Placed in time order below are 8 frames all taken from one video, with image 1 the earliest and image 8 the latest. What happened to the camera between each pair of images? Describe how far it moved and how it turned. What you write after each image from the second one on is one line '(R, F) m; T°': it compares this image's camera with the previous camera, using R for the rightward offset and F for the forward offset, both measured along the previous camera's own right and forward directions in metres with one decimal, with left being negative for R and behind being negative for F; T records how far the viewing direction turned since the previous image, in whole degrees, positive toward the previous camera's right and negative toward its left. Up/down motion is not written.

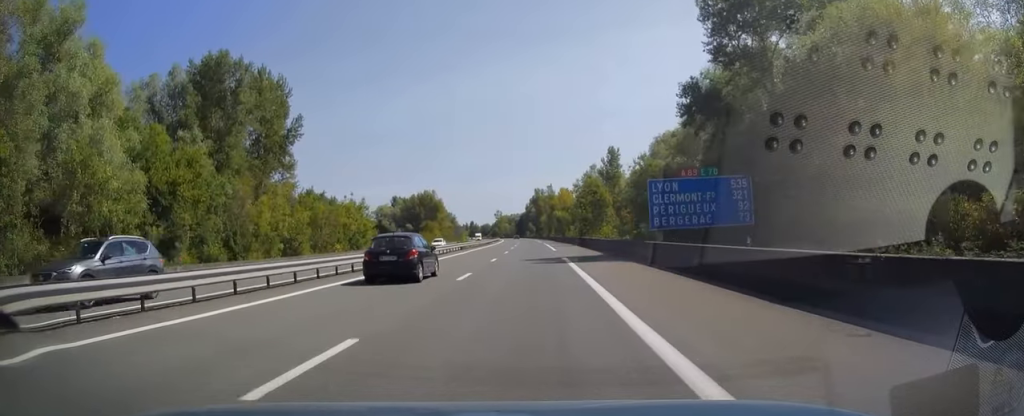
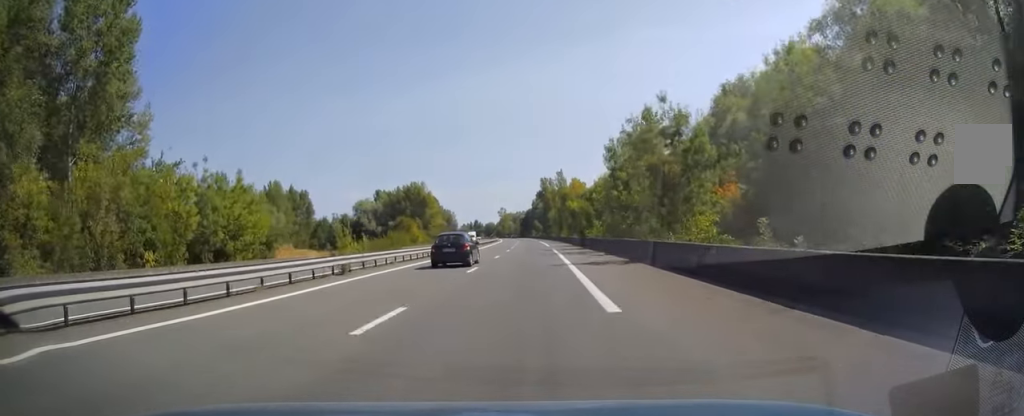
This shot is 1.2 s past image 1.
(-0.4, +36.4) m; -1°
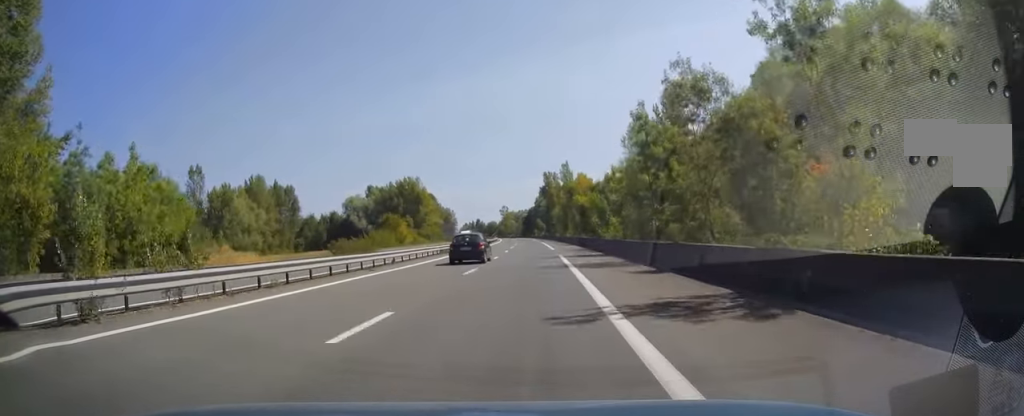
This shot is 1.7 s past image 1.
(0.0, +14.2) m; 0°
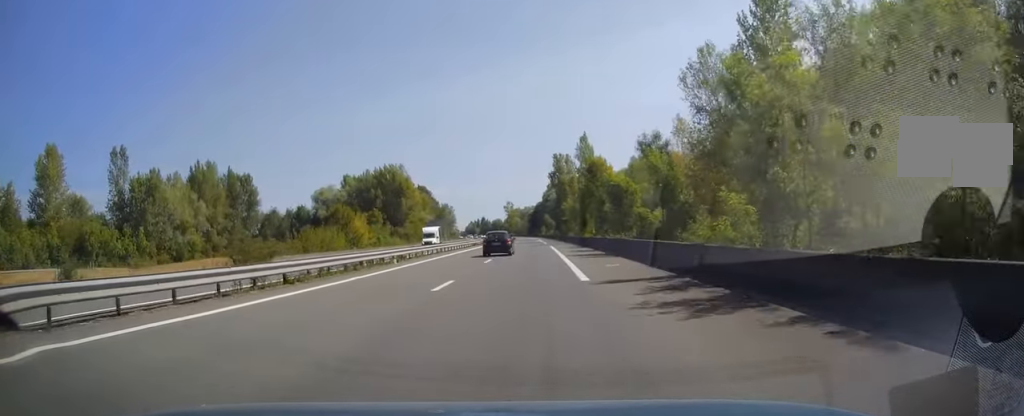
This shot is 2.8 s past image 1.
(-0.1, +32.3) m; 0°
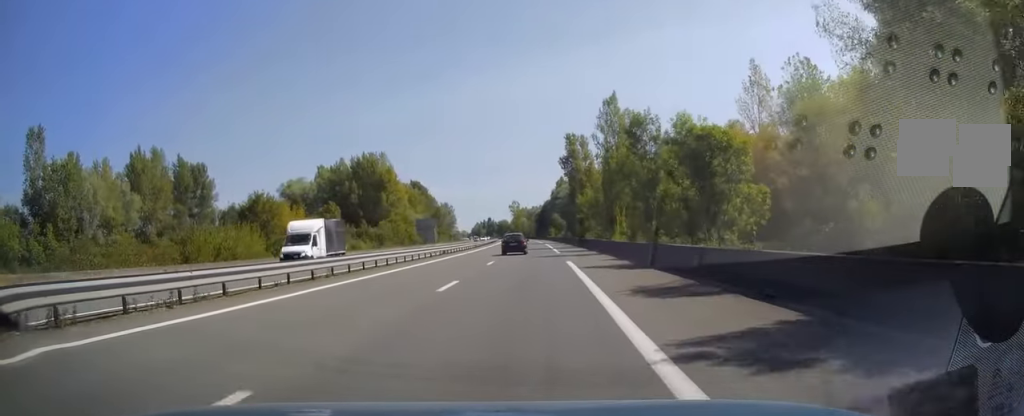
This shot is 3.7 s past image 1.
(-0.1, +25.9) m; -1°
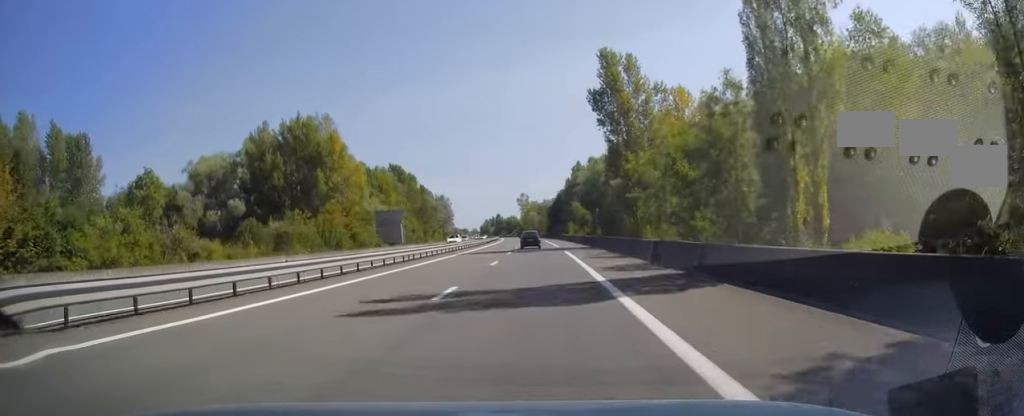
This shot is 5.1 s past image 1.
(-0.6, +42.1) m; -2°
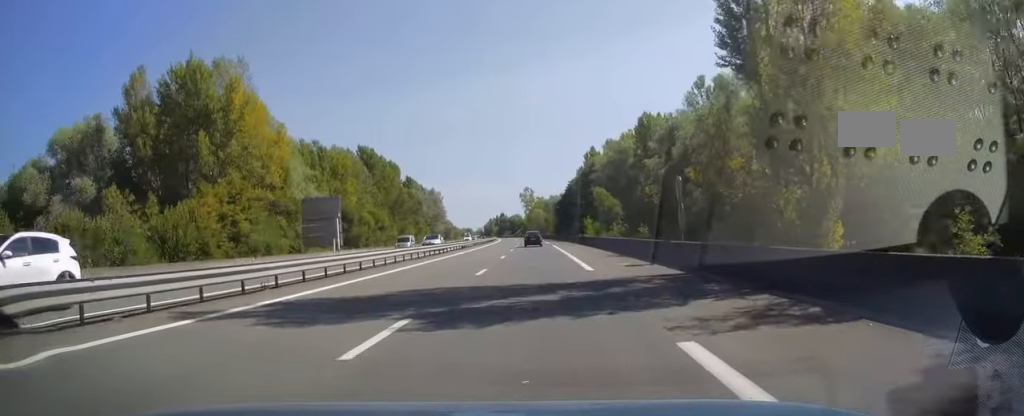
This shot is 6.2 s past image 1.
(-0.5, +32.4) m; 0°
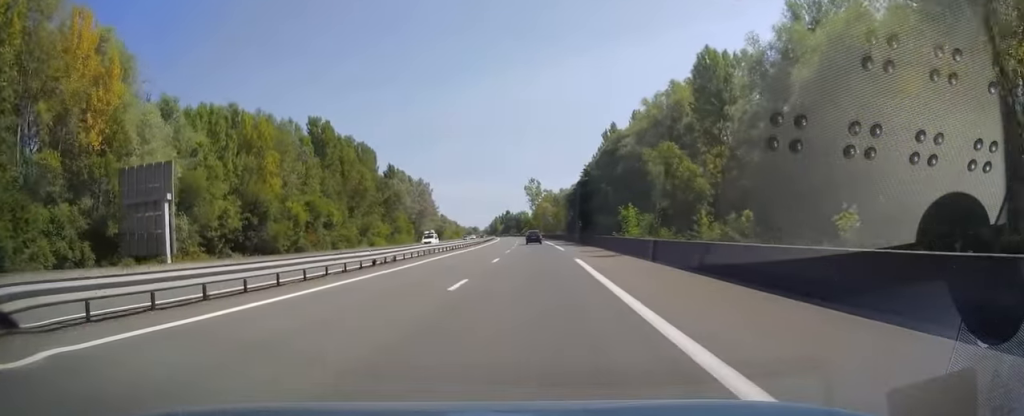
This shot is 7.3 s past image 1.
(+0.2, +31.9) m; 0°
